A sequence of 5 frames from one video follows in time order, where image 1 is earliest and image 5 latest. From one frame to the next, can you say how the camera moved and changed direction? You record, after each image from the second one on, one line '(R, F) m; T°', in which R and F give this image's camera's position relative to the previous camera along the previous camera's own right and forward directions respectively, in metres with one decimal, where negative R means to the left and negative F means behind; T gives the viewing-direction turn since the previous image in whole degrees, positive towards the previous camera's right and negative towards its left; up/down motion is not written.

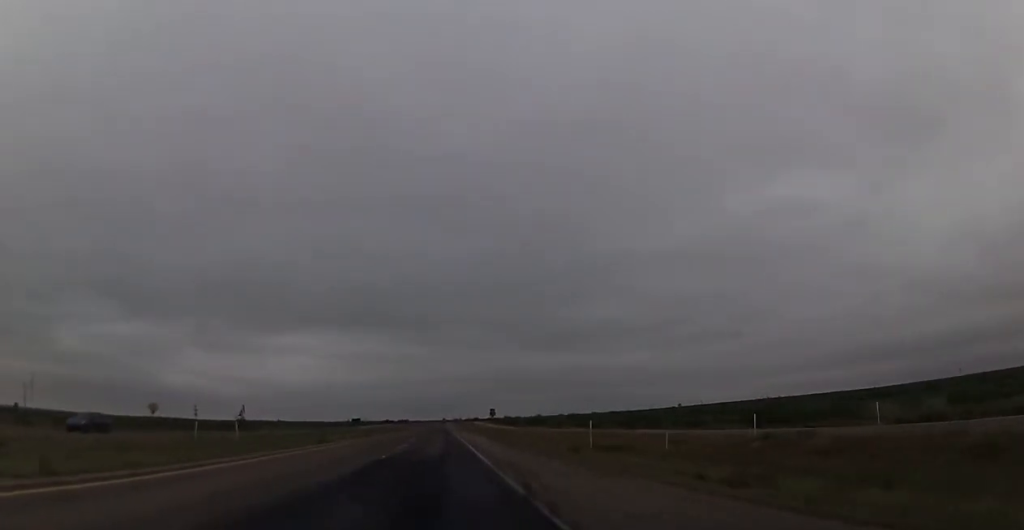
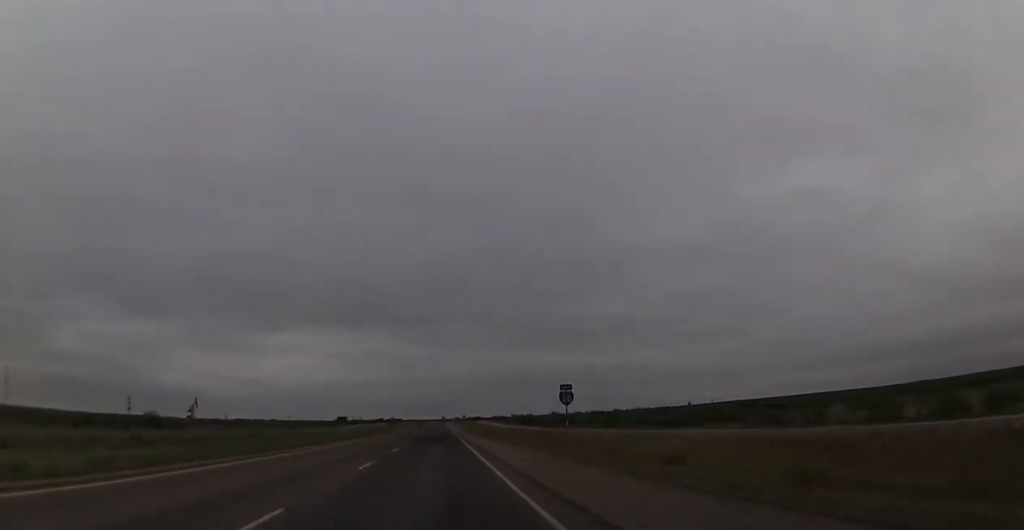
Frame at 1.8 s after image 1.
(-0.3, +64.8) m; 0°
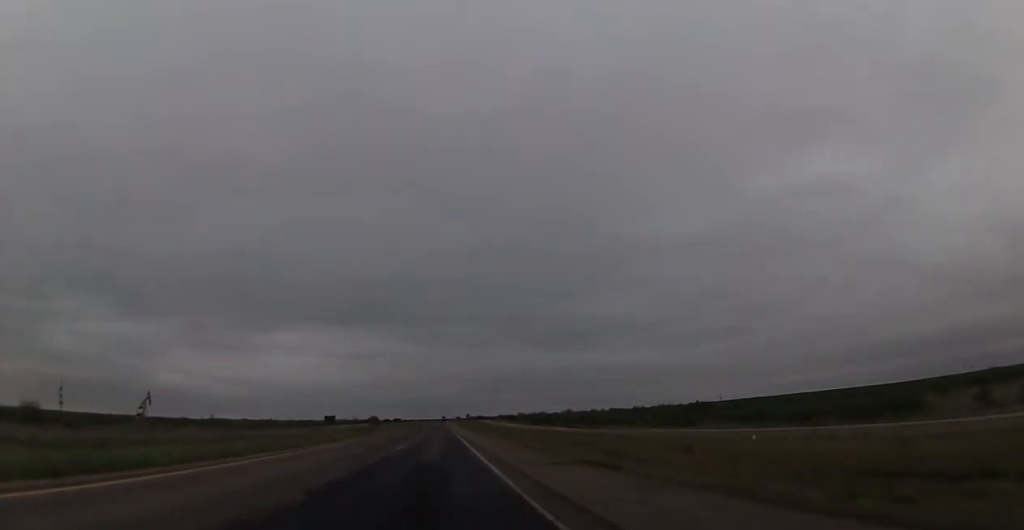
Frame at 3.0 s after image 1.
(-0.2, +45.2) m; 0°
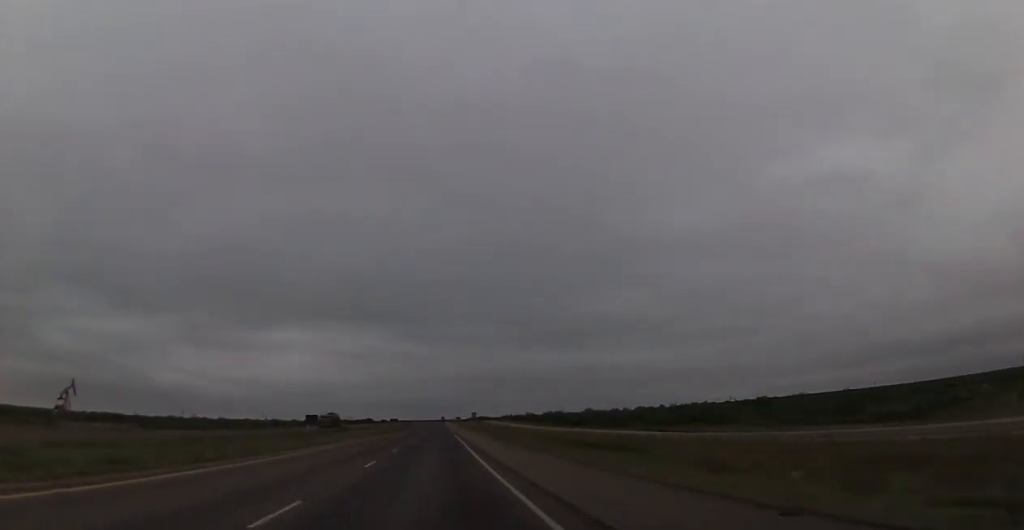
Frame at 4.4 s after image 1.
(+0.3, +50.0) m; 0°
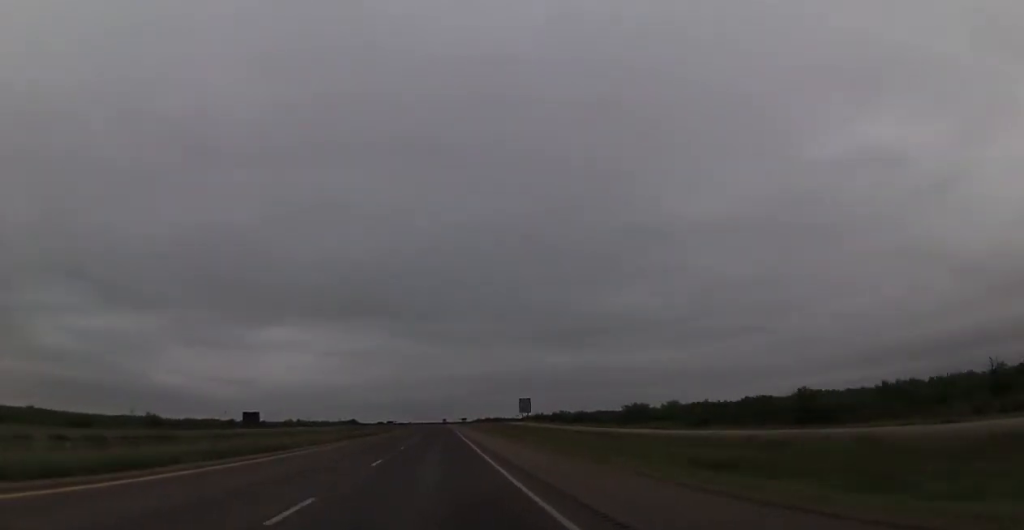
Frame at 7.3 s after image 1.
(-0.4, +108.6) m; 0°
